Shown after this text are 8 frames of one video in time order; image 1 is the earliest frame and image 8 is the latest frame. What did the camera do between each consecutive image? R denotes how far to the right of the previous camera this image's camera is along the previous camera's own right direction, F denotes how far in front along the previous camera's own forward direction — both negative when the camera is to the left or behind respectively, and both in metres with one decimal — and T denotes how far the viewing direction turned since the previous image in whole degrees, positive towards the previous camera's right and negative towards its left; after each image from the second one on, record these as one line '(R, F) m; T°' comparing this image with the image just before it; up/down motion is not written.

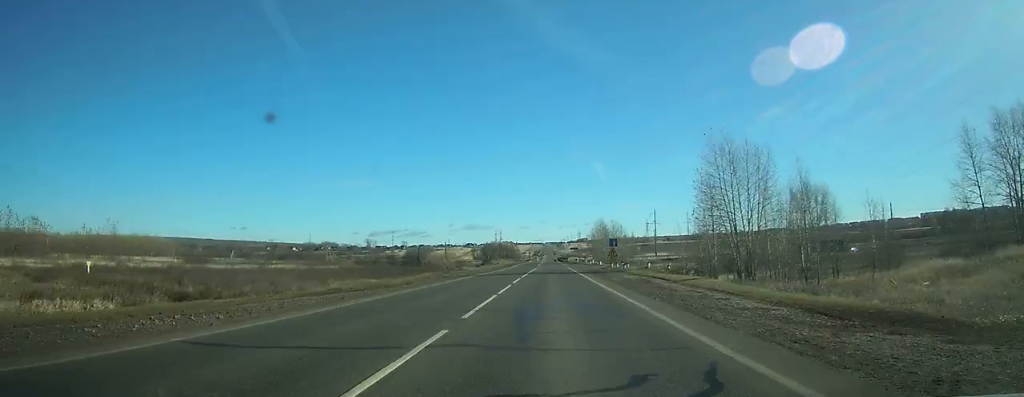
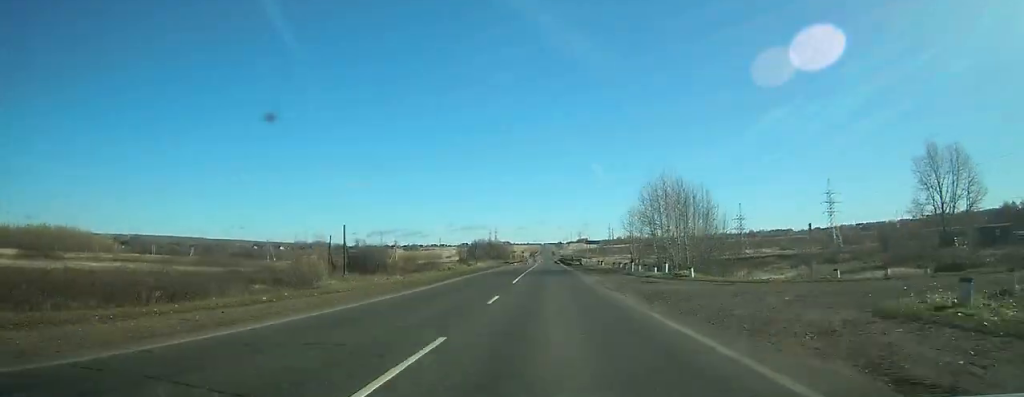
(+0.4, +58.5) m; 0°
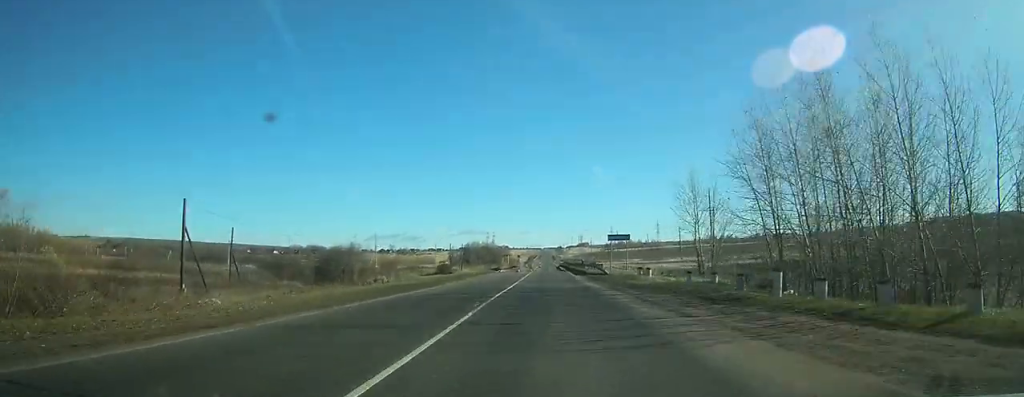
(0.0, +28.7) m; 0°
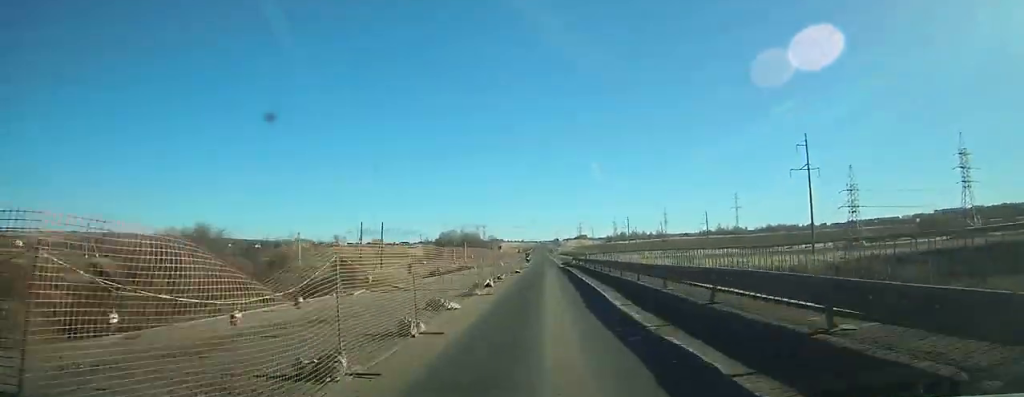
(0.0, +66.7) m; 0°
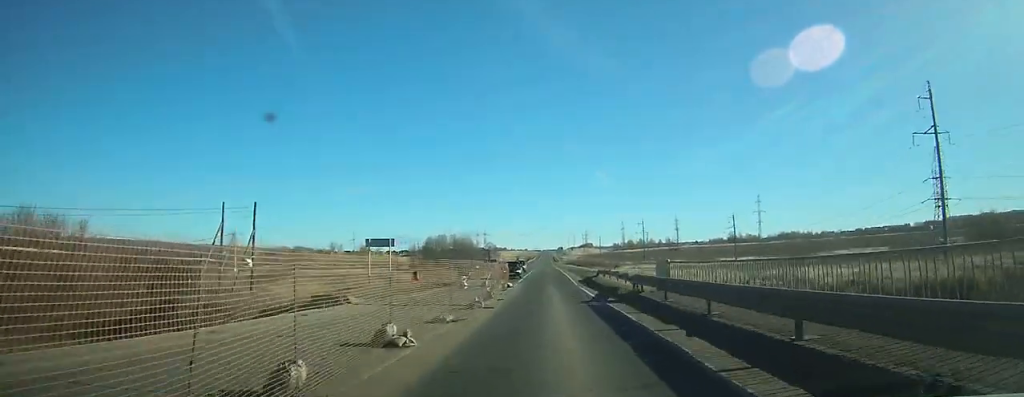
(+0.1, +35.7) m; 0°
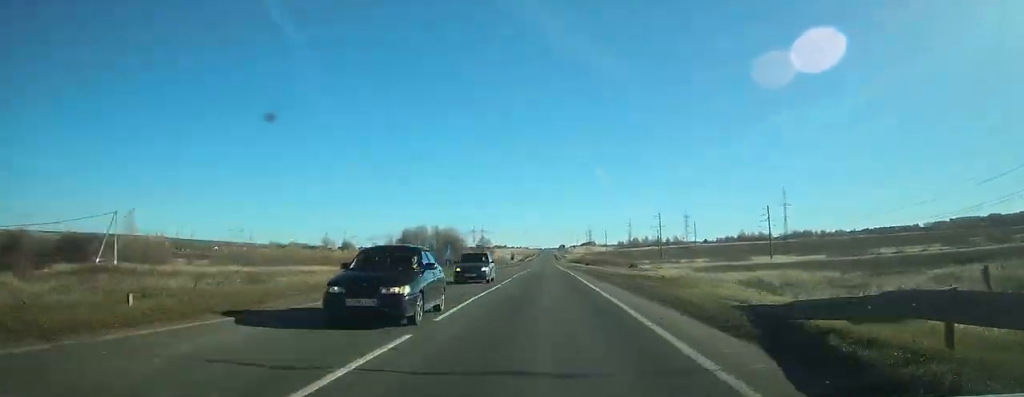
(-0.1, +37.8) m; 0°
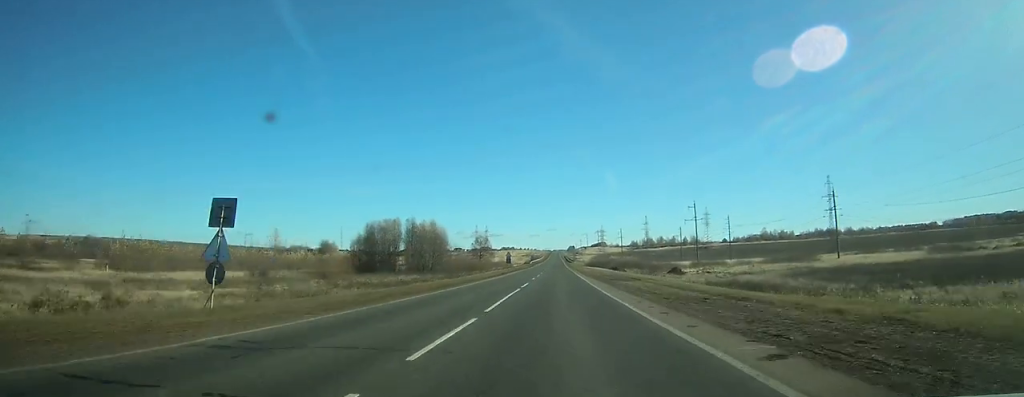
(-0.1, +43.7) m; 0°
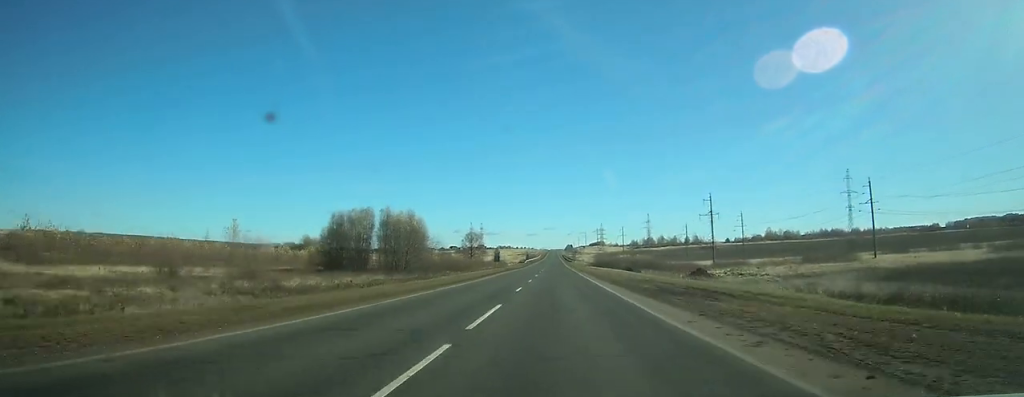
(-0.1, +21.0) m; 0°
